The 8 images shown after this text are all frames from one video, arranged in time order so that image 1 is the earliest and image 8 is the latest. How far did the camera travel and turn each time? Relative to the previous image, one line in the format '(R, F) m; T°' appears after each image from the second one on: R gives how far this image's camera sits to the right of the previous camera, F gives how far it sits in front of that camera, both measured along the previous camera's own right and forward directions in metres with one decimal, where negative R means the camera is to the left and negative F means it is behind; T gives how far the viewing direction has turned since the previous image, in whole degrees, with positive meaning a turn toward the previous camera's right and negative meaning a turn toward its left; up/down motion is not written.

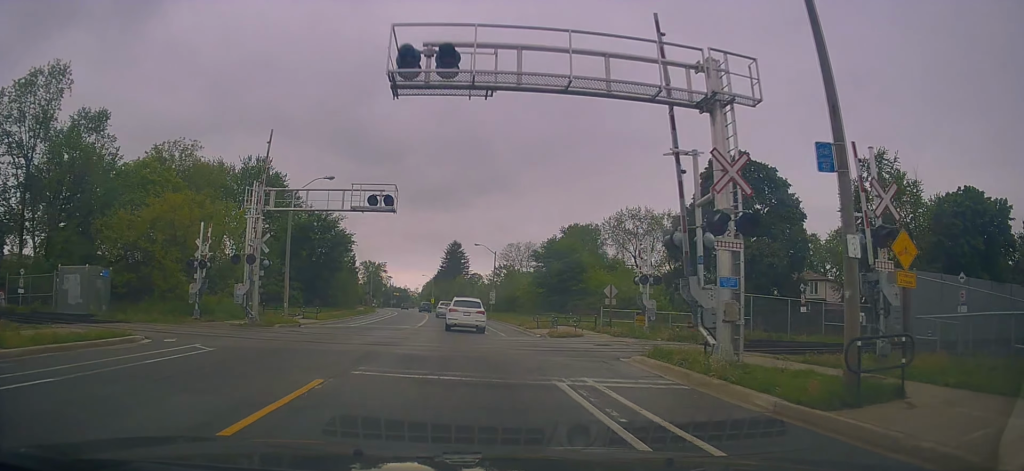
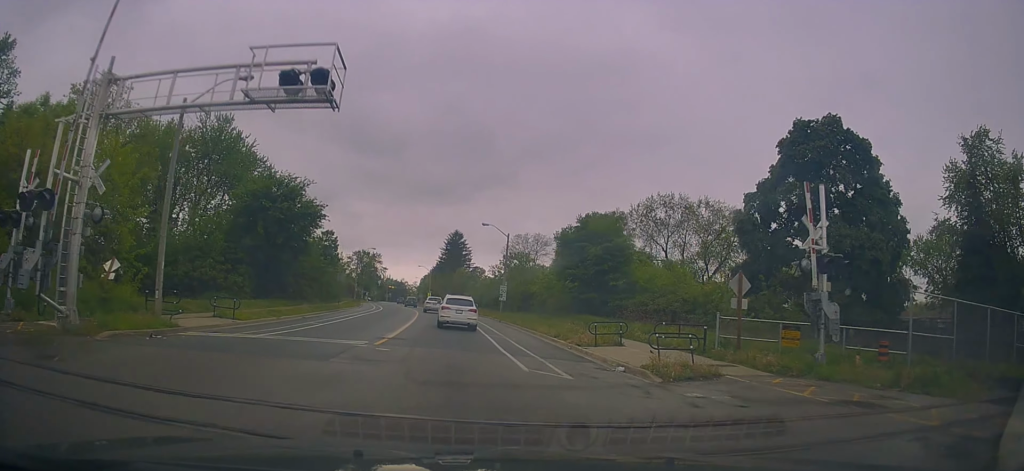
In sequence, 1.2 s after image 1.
(+0.5, +14.8) m; +2°
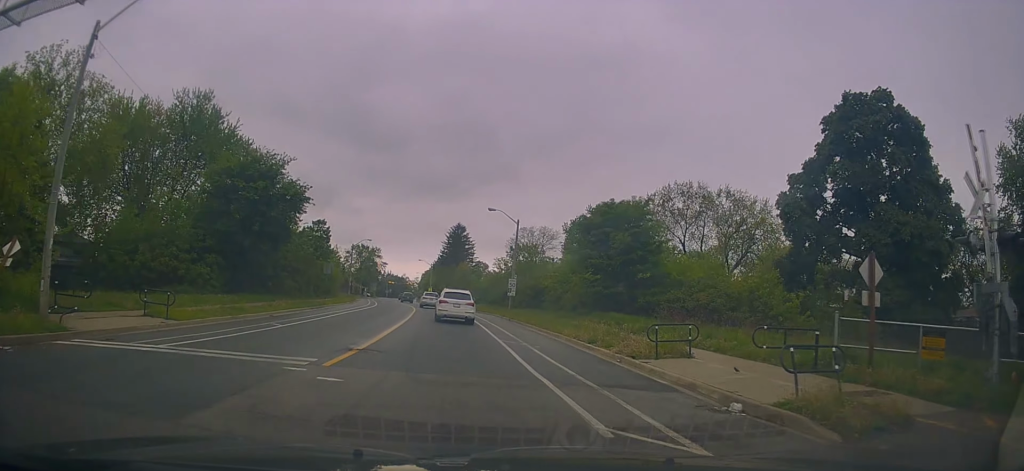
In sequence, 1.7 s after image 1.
(0.0, +6.1) m; 0°
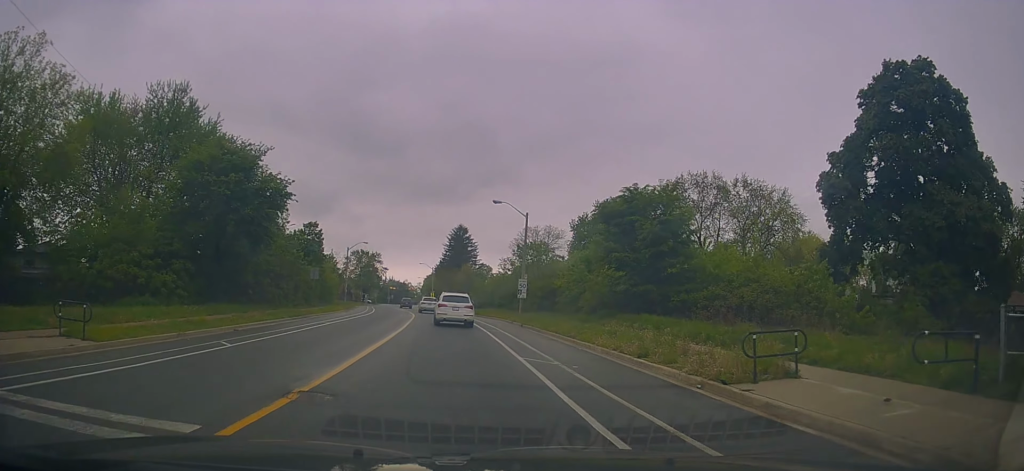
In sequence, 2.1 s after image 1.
(0.0, +5.0) m; -1°
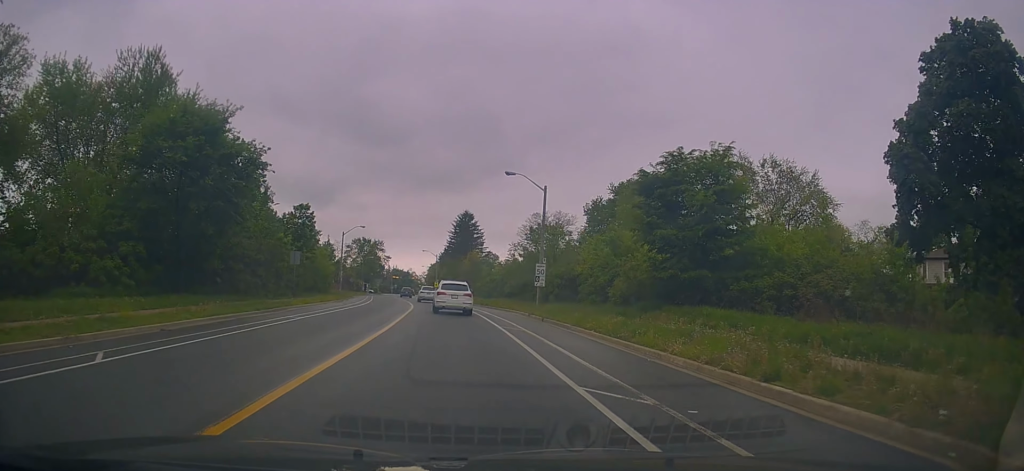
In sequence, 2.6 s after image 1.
(0.0, +6.1) m; -1°
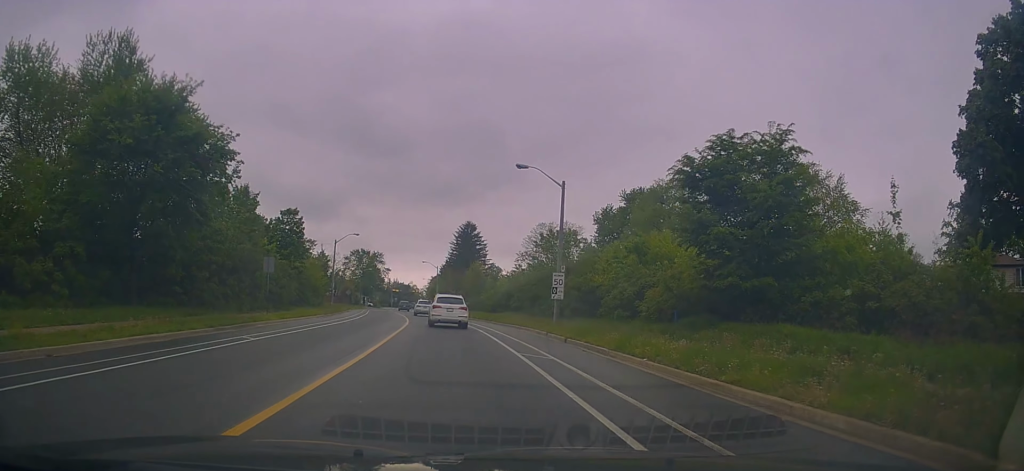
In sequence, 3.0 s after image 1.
(-0.1, +5.1) m; -1°
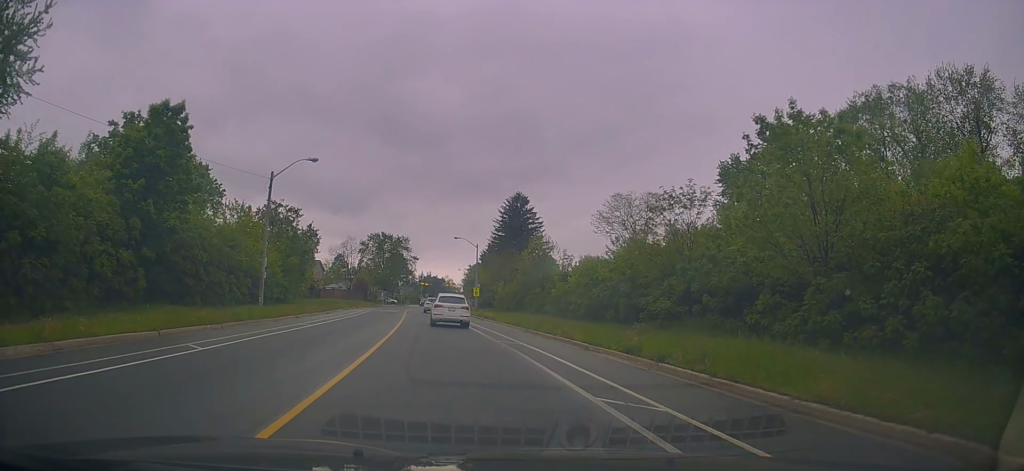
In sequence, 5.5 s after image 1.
(-0.2, +30.6) m; -2°
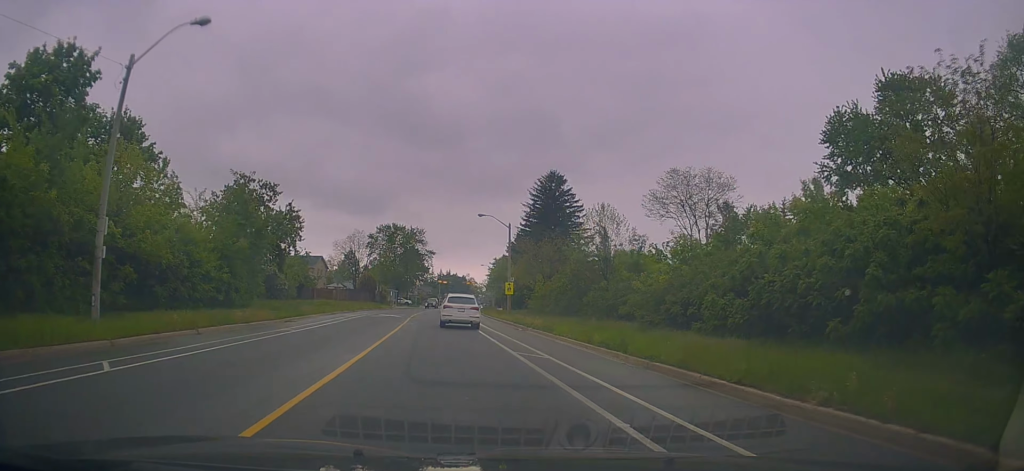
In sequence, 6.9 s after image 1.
(-0.5, +16.0) m; -2°
